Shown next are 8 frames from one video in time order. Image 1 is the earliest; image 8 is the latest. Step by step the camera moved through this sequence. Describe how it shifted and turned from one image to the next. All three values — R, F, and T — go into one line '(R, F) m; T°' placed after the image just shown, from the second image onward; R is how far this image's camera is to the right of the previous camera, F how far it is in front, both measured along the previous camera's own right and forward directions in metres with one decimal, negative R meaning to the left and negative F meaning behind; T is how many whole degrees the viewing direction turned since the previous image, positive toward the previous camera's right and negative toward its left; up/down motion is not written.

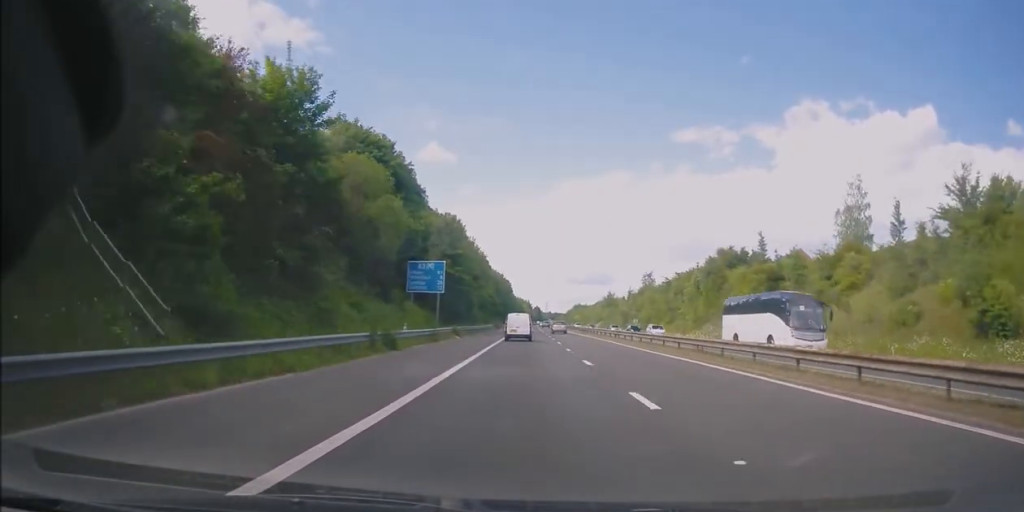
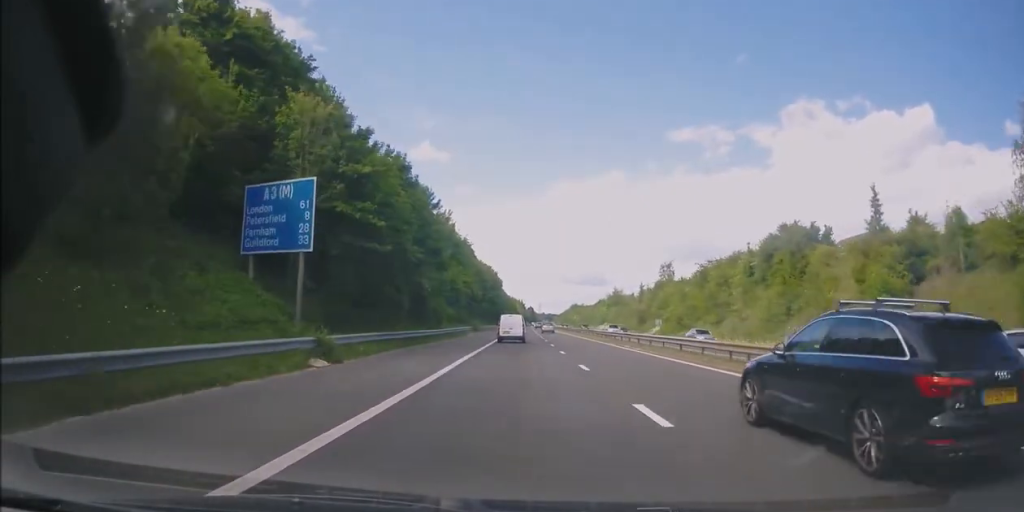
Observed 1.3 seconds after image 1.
(+0.4, +29.3) m; +1°
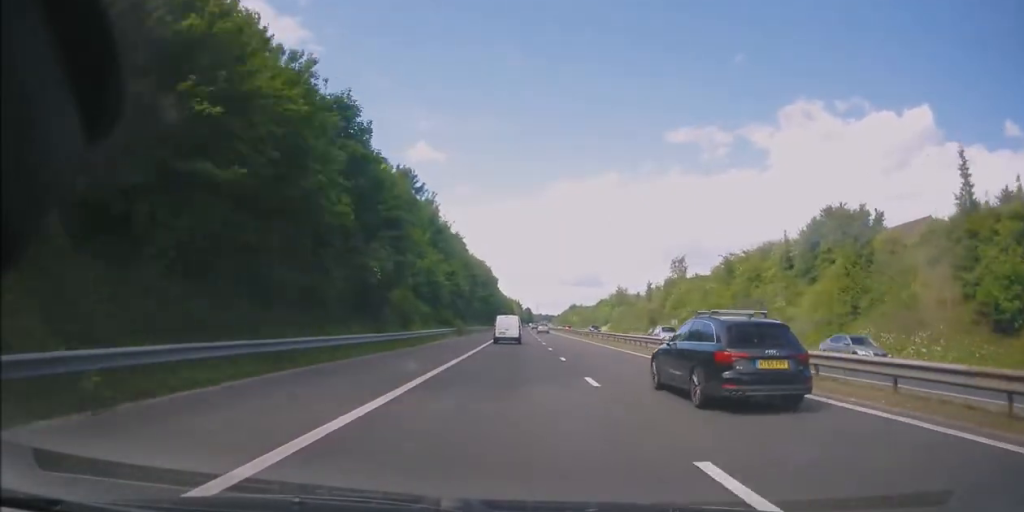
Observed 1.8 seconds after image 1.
(0.0, +13.3) m; 0°
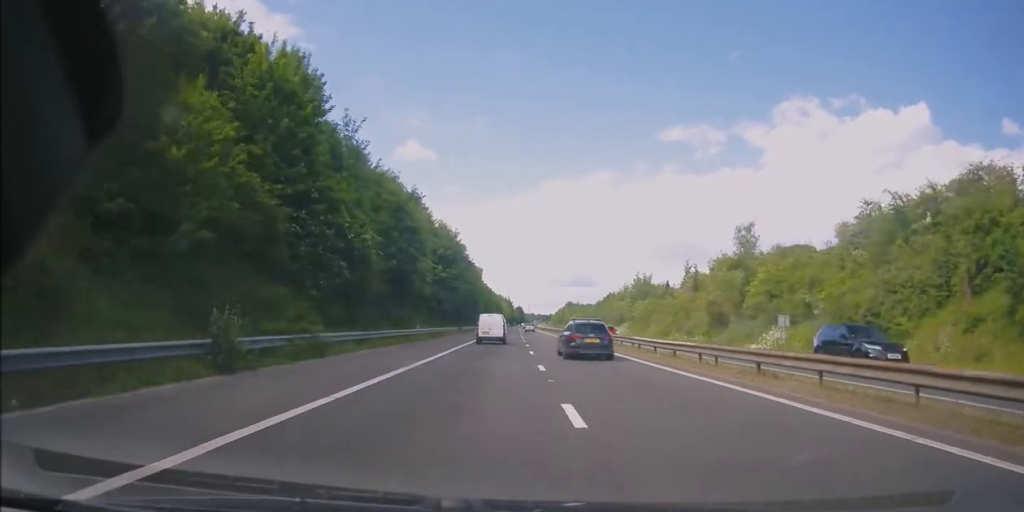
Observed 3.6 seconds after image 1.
(+0.2, +43.1) m; +1°
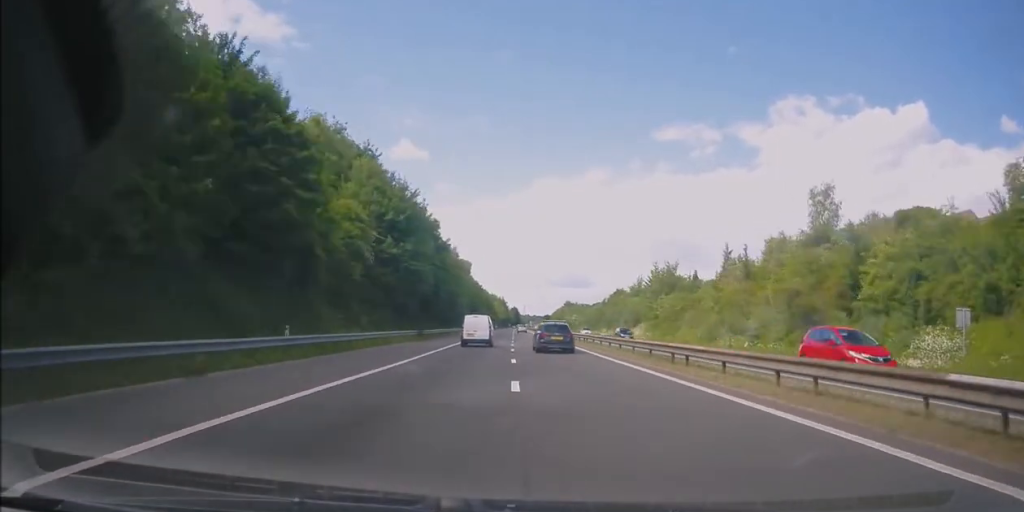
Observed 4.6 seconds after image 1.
(+0.1, +23.7) m; 0°
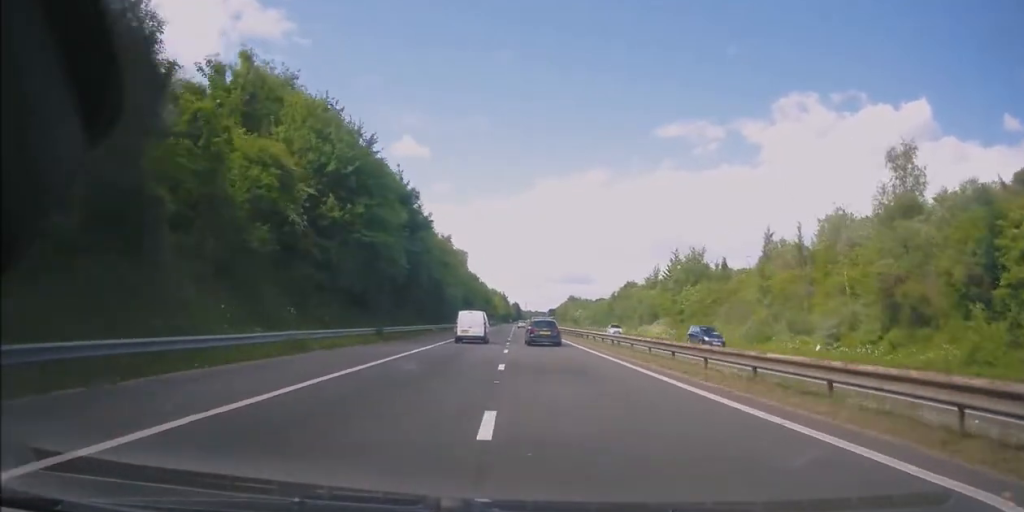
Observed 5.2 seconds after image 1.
(-0.2, +14.0) m; 0°
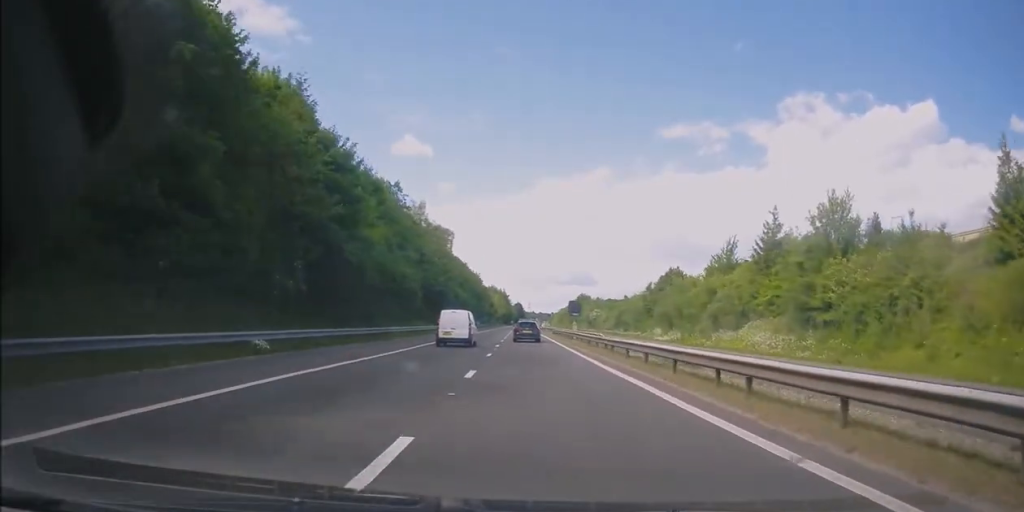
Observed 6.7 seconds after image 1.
(+0.4, +38.5) m; 0°
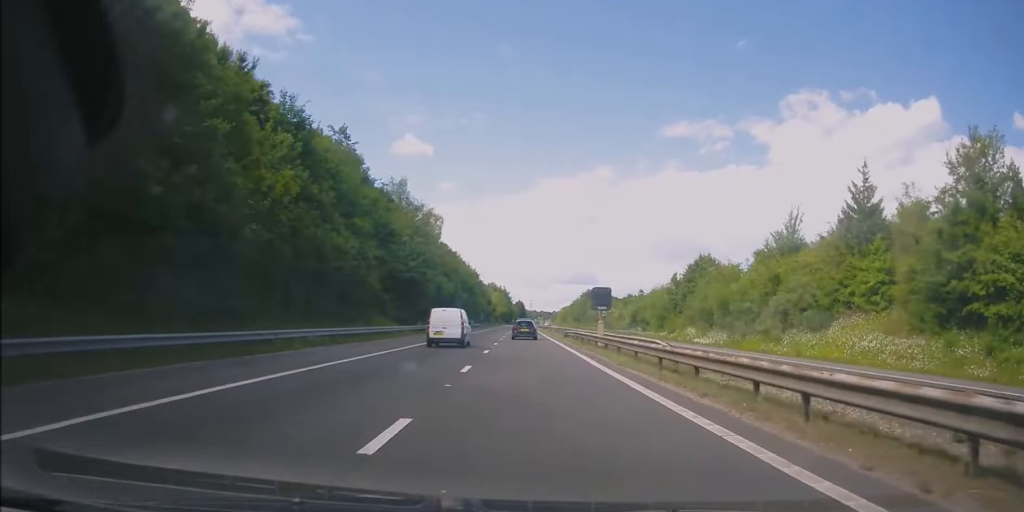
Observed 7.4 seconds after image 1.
(0.0, +17.0) m; -1°
